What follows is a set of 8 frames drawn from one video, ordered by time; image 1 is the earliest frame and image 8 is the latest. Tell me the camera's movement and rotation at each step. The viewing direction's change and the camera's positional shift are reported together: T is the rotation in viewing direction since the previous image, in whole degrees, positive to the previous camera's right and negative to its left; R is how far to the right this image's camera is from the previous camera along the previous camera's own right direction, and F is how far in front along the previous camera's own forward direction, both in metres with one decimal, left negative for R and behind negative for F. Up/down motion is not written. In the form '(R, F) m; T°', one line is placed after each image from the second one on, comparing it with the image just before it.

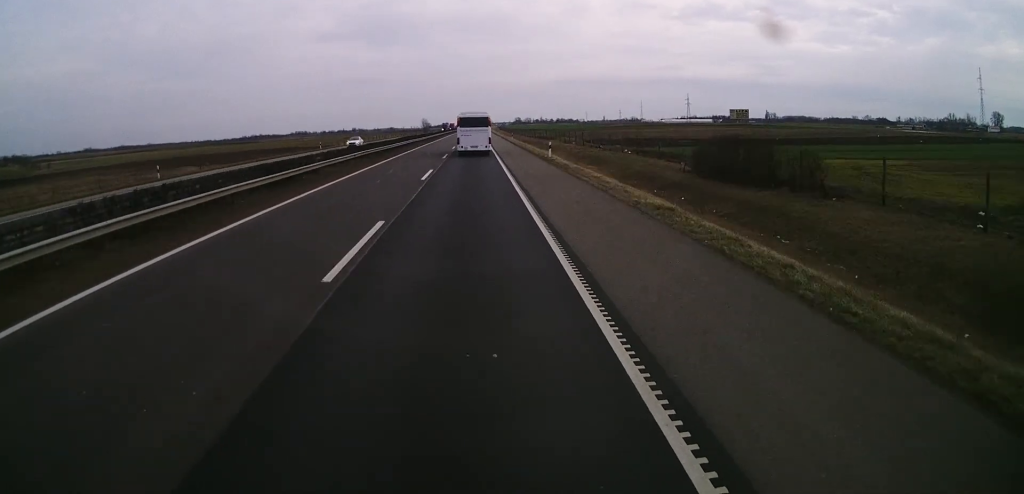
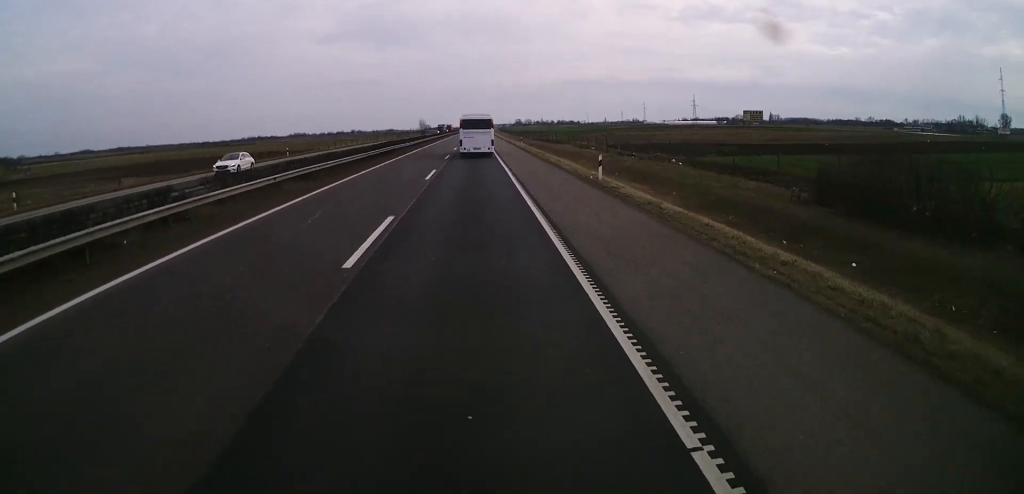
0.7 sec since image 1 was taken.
(-0.1, +16.9) m; 0°
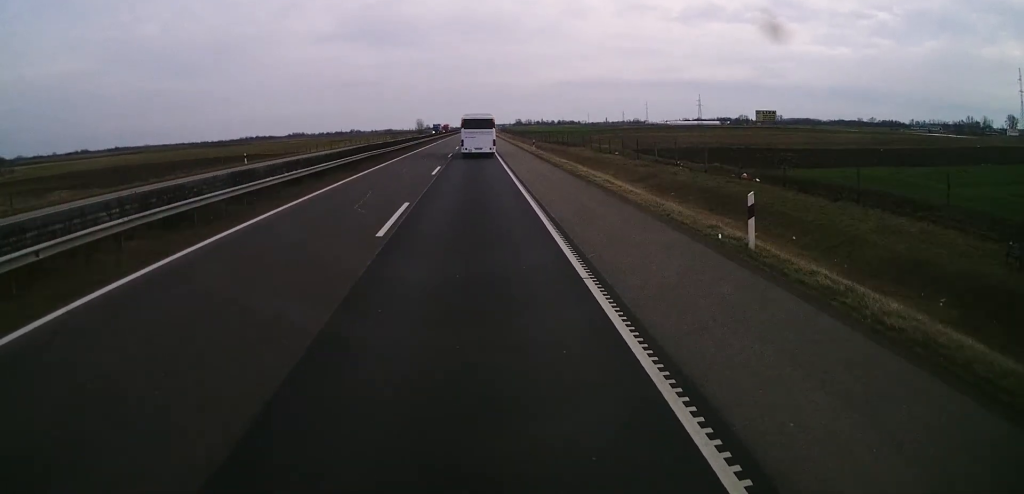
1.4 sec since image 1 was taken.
(+0.1, +14.6) m; +1°
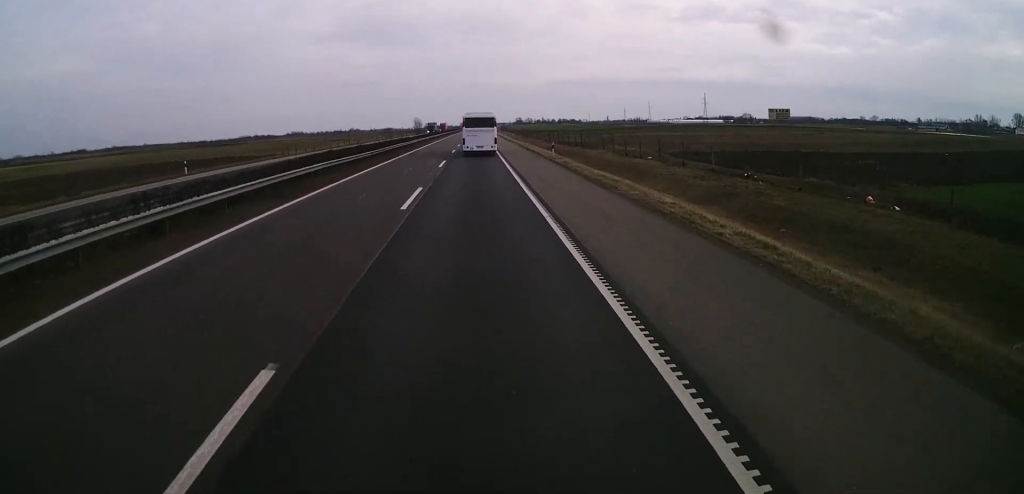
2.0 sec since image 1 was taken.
(+0.2, +13.8) m; 0°
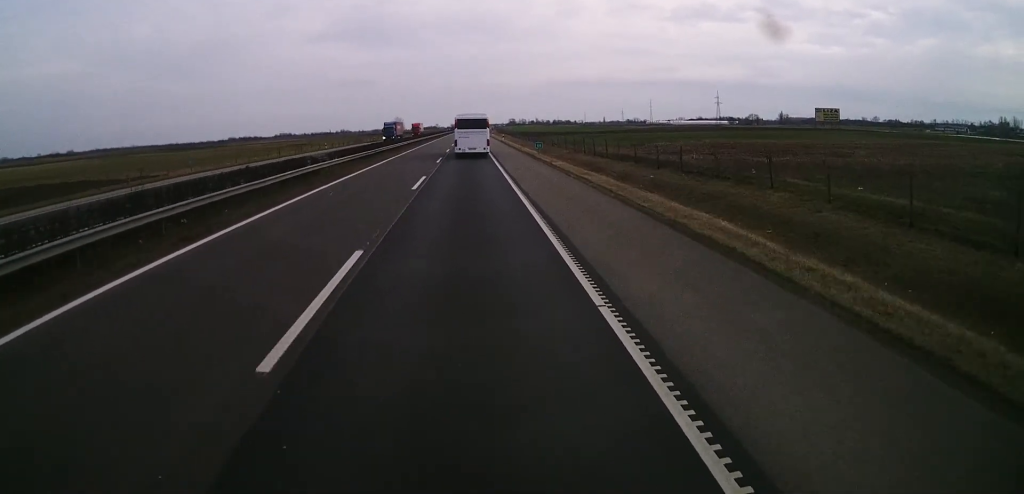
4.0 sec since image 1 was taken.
(-0.7, +47.6) m; -1°
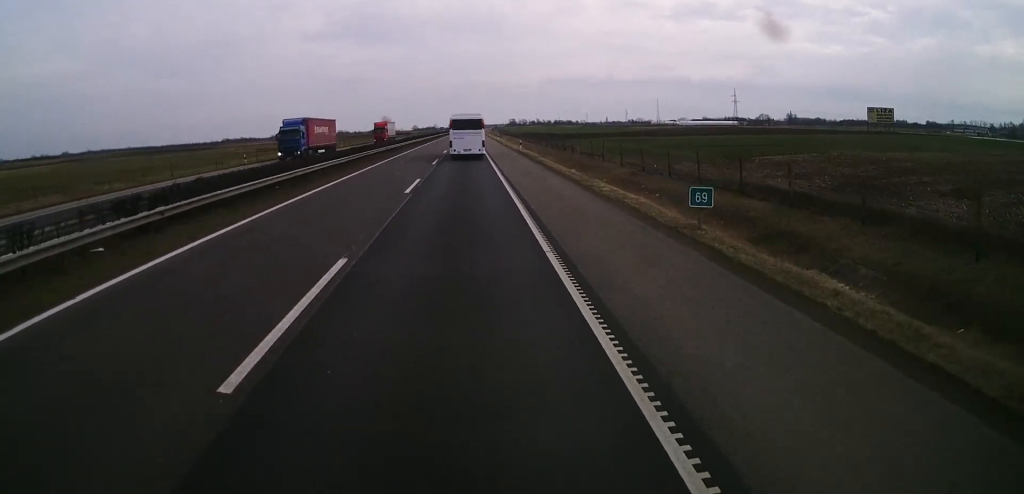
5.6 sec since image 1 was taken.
(+0.6, +36.1) m; +1°
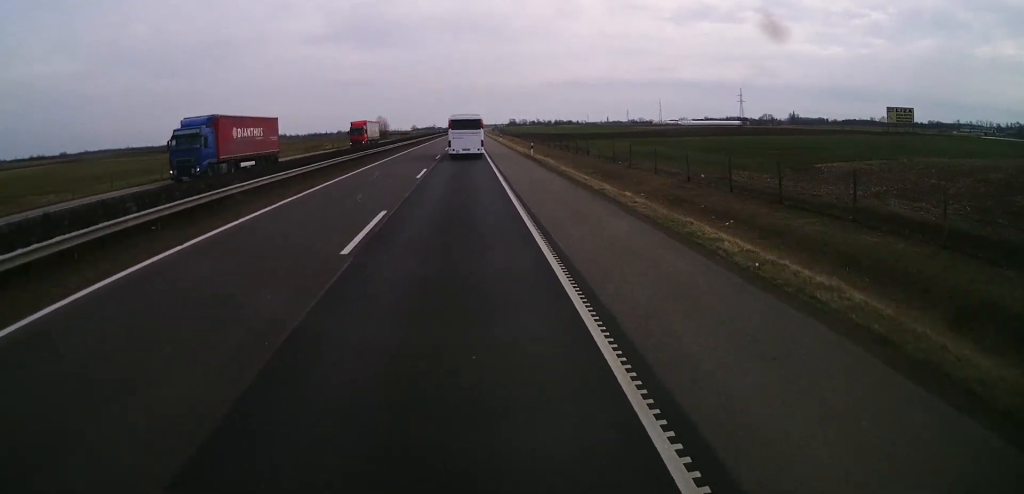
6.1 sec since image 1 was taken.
(-0.1, +11.6) m; 0°
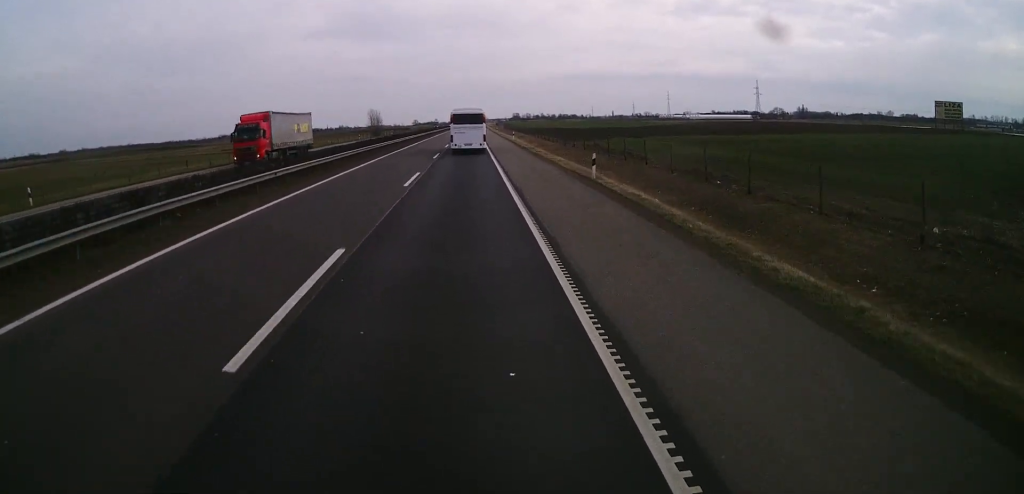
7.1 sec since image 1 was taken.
(-0.1, +23.9) m; 0°
